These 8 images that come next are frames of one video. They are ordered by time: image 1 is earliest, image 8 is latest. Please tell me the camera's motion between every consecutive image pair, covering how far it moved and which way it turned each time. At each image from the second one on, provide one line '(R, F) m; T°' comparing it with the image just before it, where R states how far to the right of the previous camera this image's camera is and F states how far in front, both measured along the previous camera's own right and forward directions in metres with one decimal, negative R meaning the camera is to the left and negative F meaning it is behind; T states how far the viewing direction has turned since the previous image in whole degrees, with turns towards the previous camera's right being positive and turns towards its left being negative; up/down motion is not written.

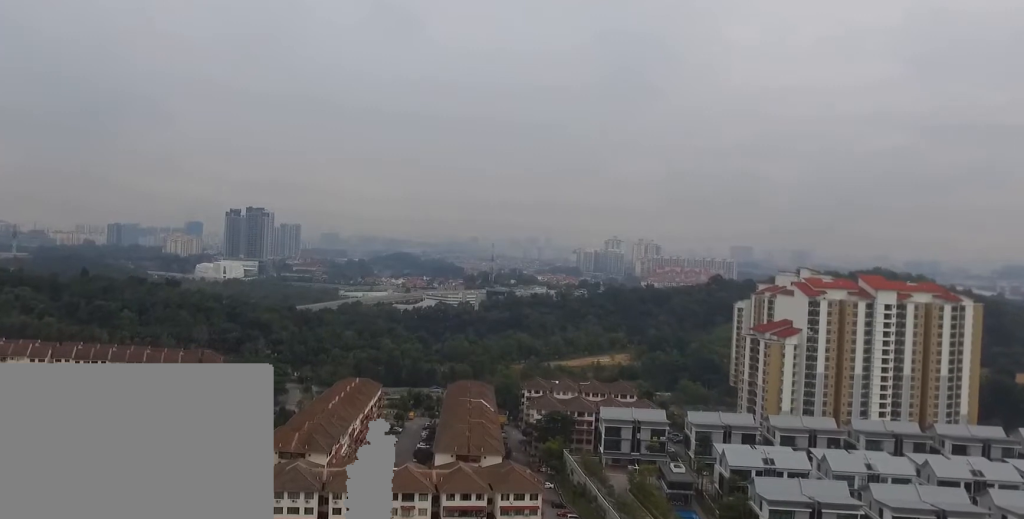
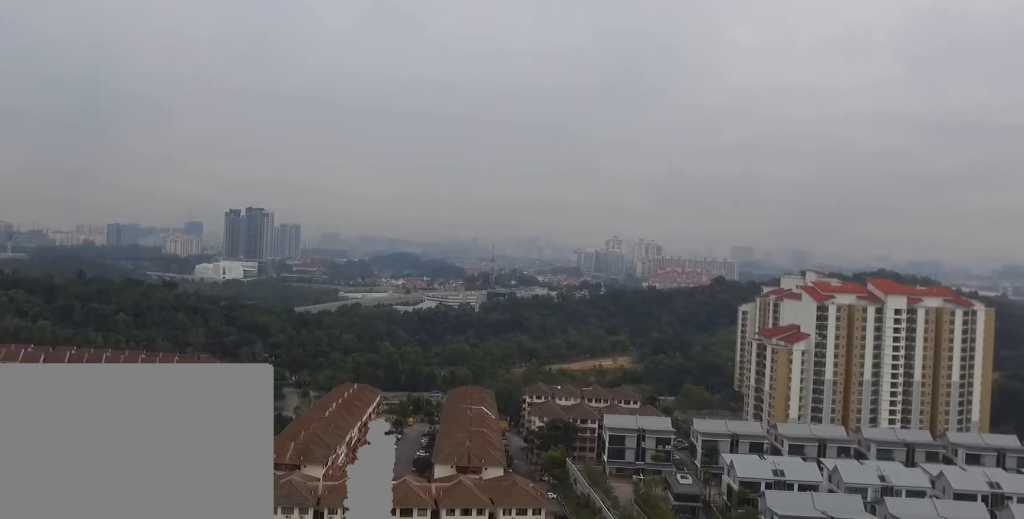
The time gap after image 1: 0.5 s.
(0.0, +5.5) m; 0°
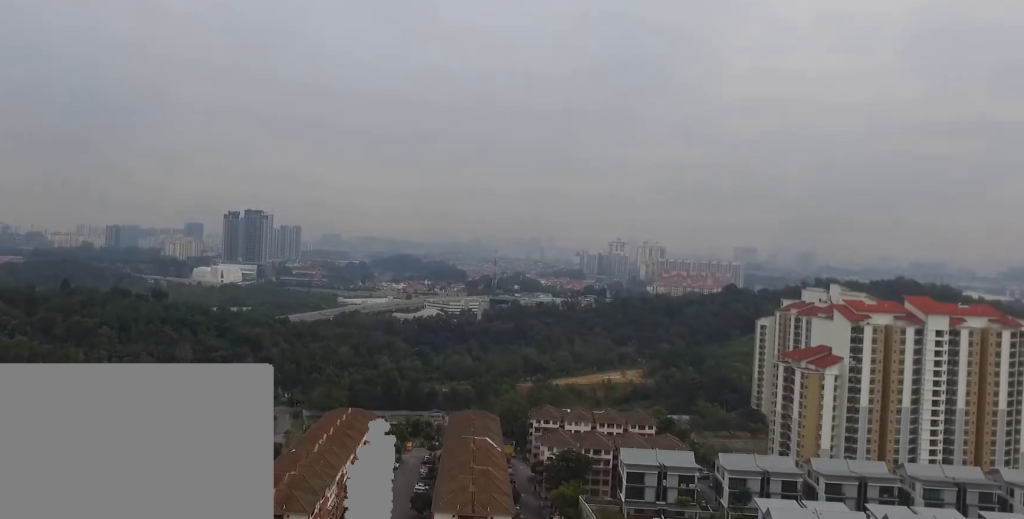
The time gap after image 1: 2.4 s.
(-0.4, +21.8) m; -2°
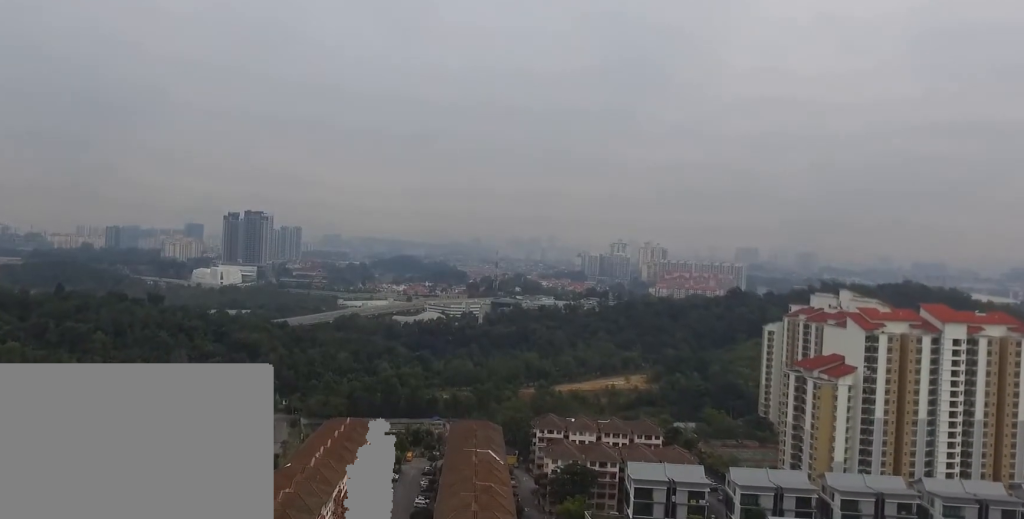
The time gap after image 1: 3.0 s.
(-0.1, +7.5) m; -1°
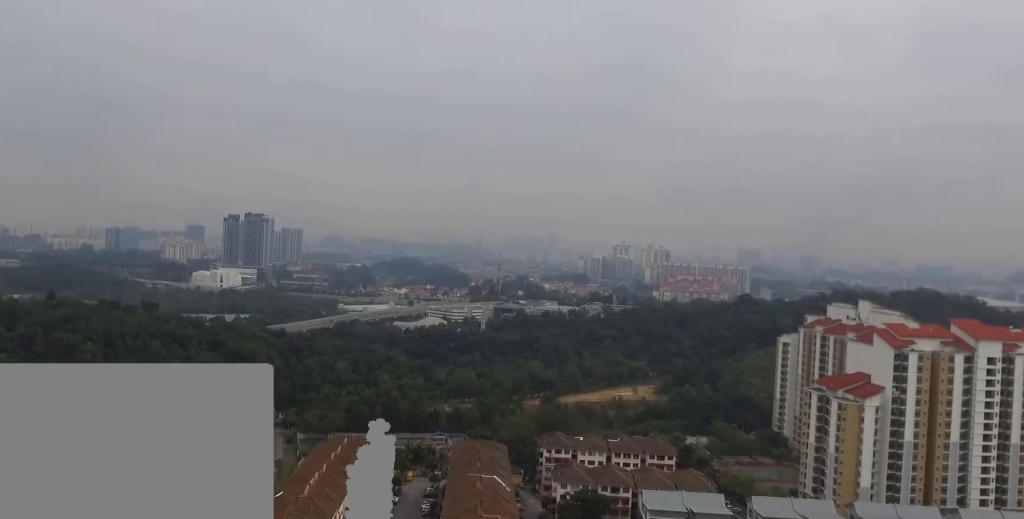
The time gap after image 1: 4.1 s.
(-0.2, +13.3) m; -1°
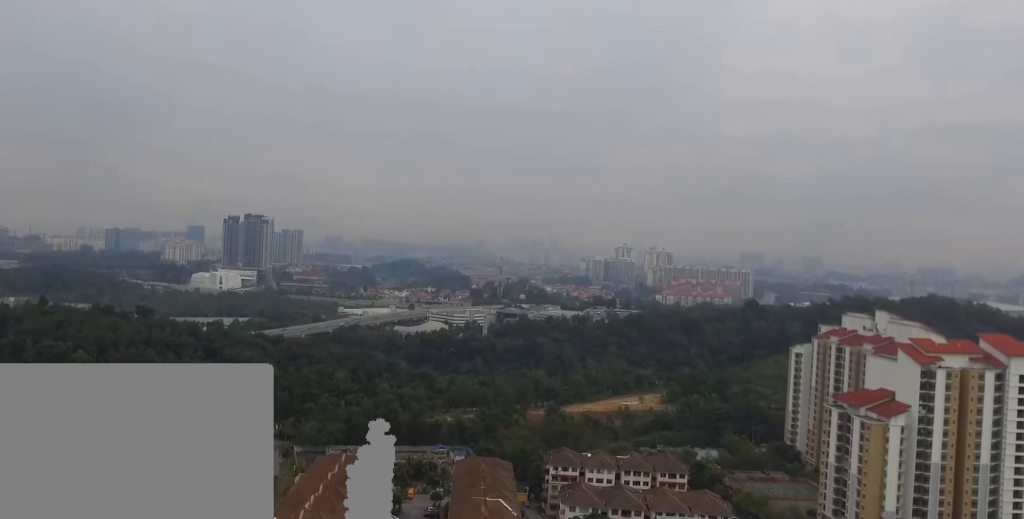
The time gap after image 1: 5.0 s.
(-0.1, +11.0) m; -1°
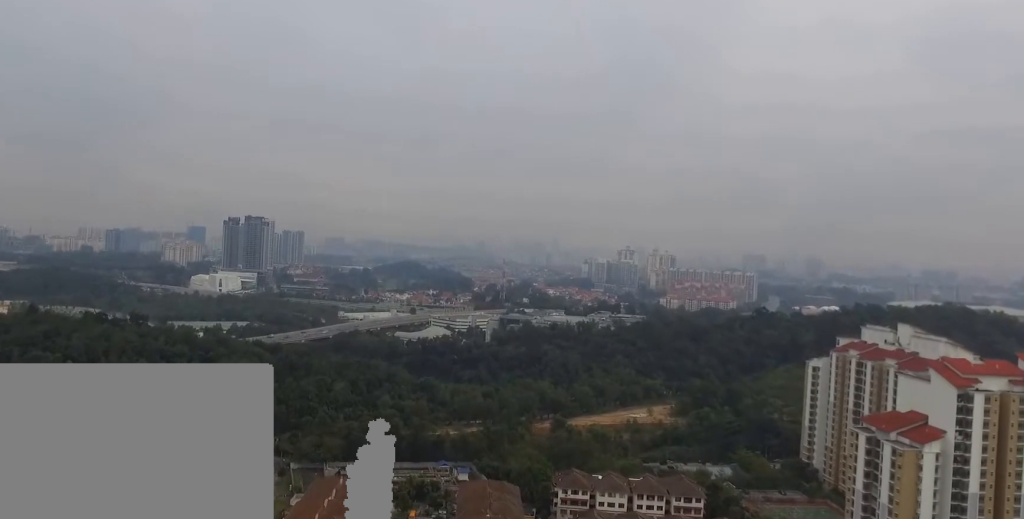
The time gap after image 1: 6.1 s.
(0.0, +13.0) m; 0°
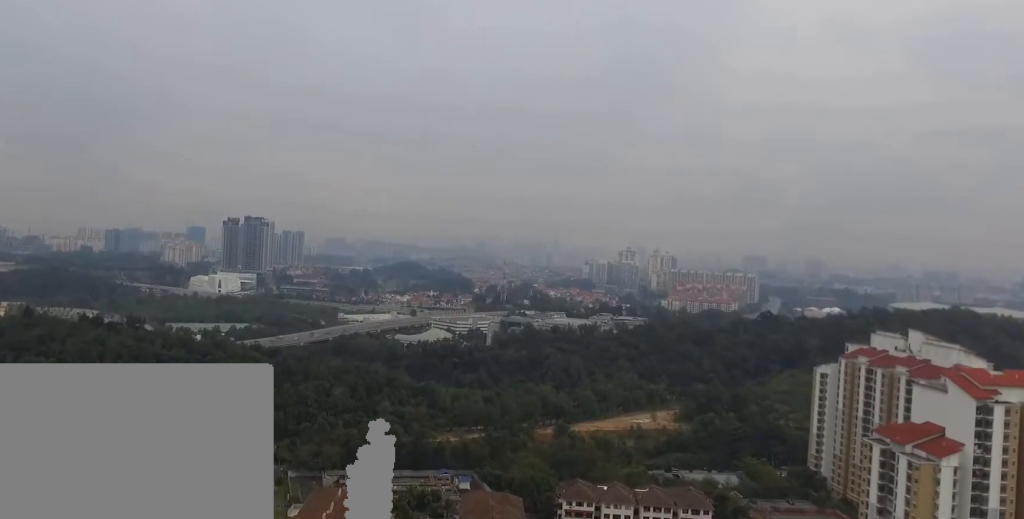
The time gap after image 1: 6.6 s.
(0.0, +6.3) m; +1°
